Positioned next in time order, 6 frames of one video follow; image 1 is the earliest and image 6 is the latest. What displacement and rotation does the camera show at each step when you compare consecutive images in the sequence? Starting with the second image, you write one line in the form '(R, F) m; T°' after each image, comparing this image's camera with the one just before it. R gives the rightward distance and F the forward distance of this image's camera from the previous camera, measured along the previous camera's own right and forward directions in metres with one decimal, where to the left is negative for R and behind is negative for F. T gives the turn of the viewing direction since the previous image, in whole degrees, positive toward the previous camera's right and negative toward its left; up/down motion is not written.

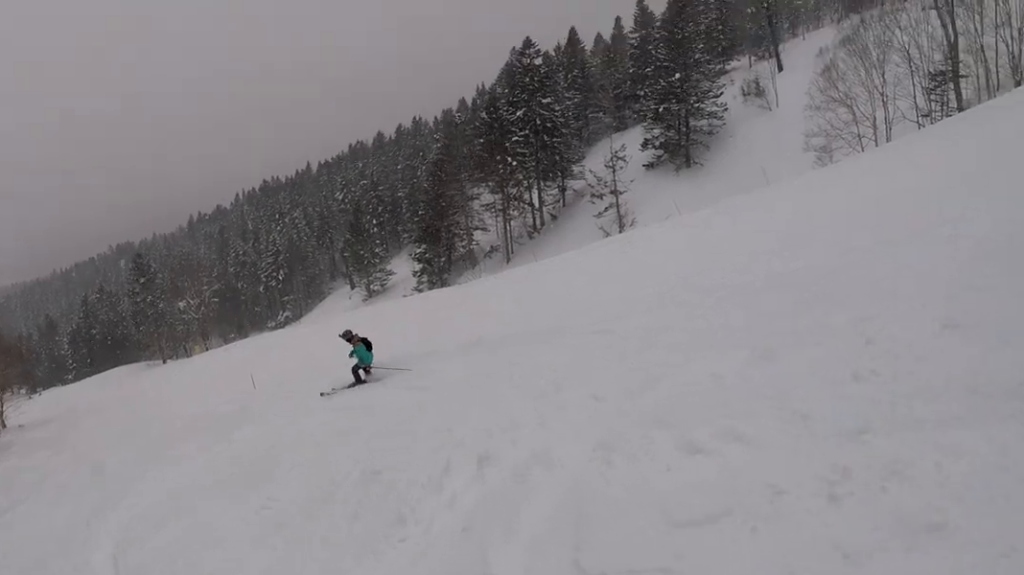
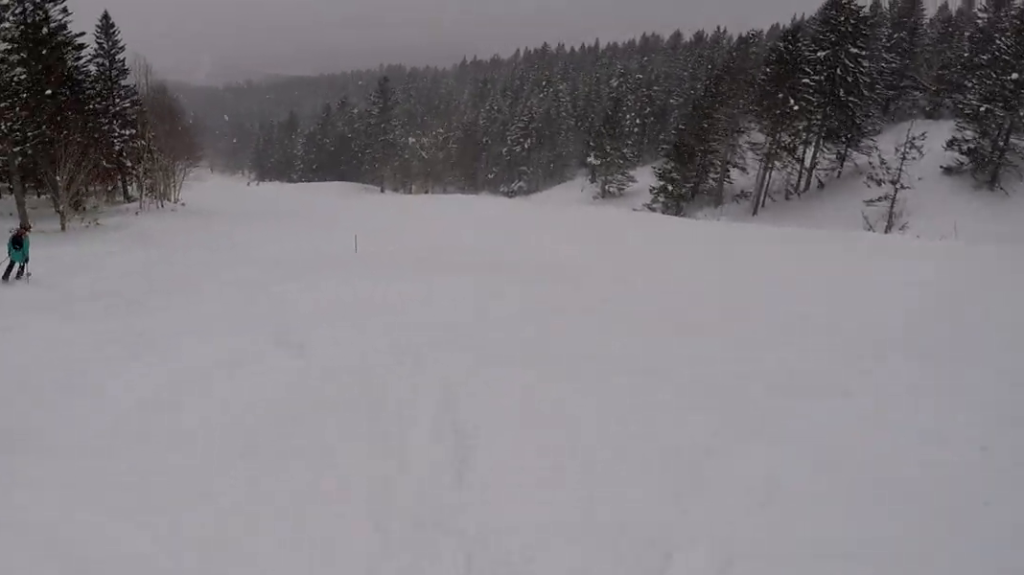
(-2.0, +6.6) m; -42°
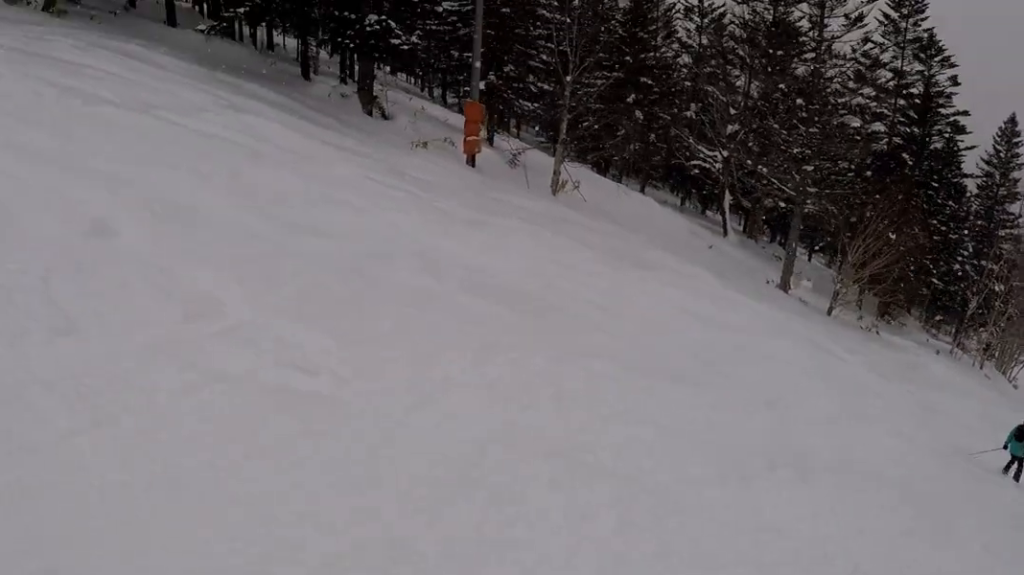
(-3.5, +7.1) m; -76°
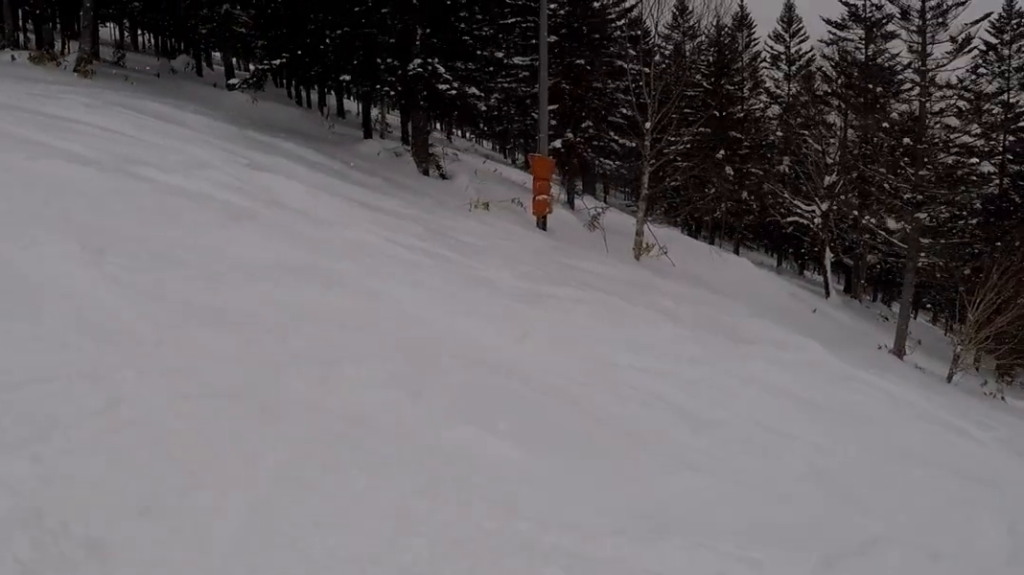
(-1.0, +2.1) m; -2°
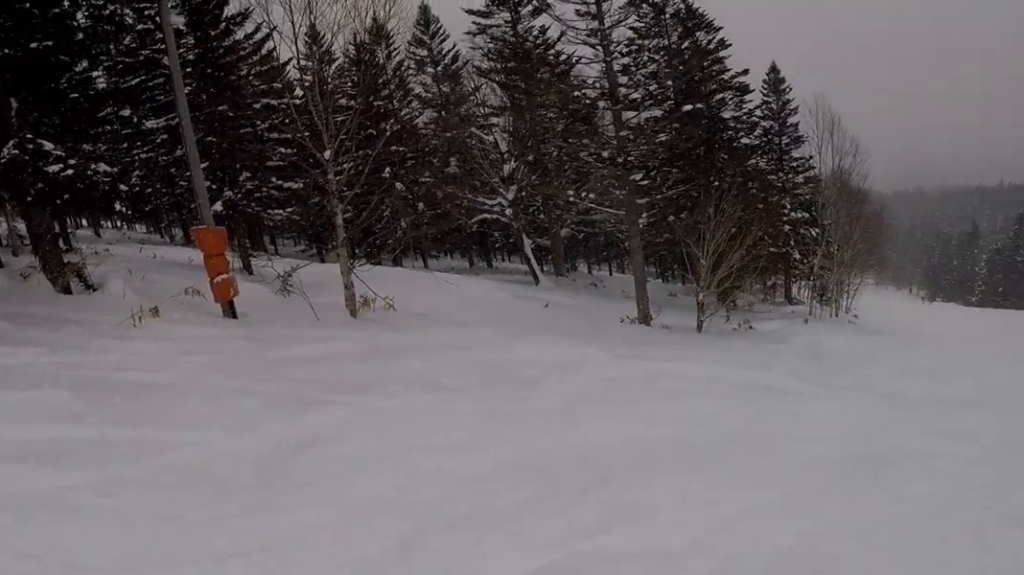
(+0.3, +4.0) m; +33°
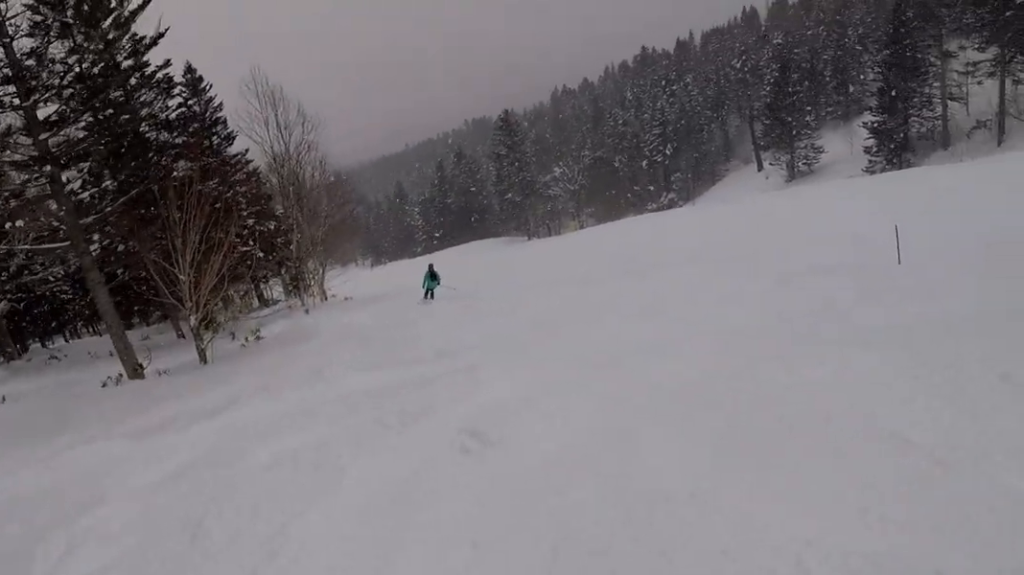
(+3.1, +5.1) m; +45°
